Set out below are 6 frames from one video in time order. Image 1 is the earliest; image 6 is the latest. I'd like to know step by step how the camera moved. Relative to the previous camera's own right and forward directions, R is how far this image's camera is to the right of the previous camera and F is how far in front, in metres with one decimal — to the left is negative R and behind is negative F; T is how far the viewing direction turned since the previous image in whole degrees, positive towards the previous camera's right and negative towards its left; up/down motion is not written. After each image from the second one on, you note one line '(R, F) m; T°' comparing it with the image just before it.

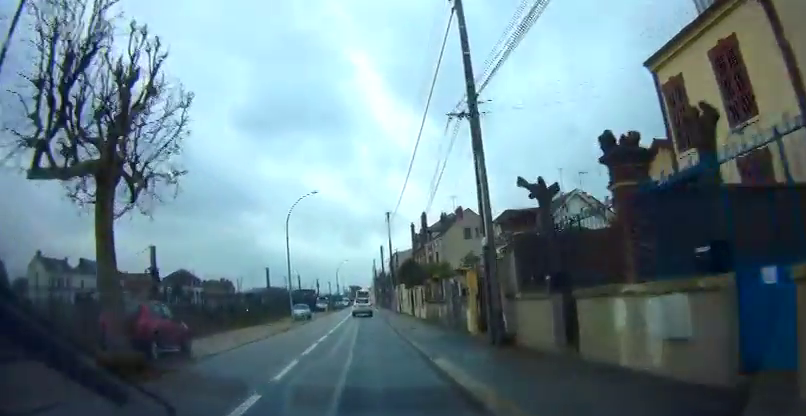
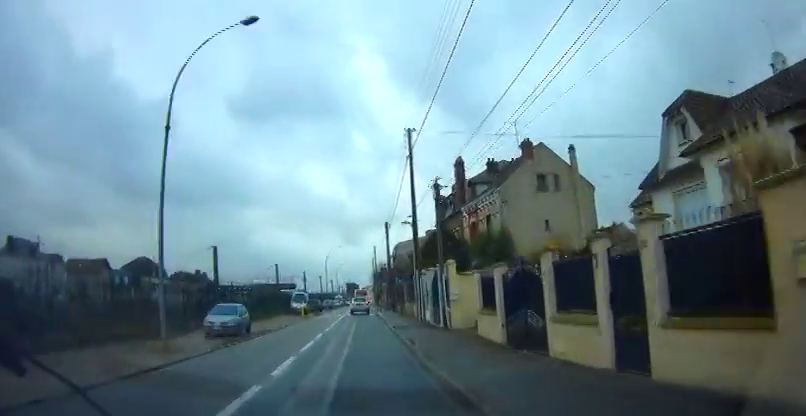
(-0.7, +24.3) m; -1°
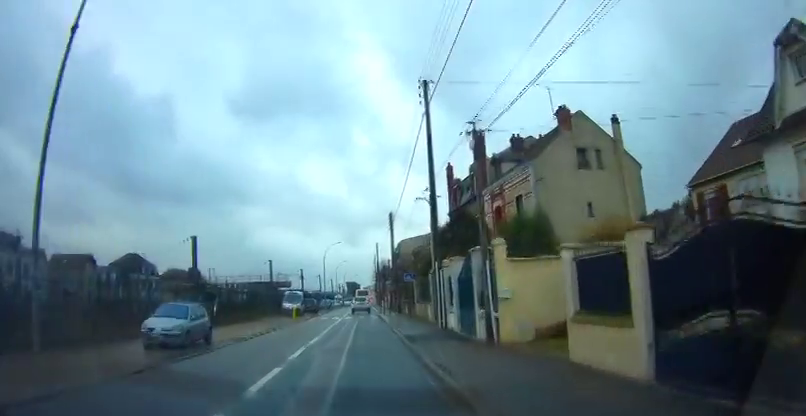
(0.0, +6.4) m; 0°
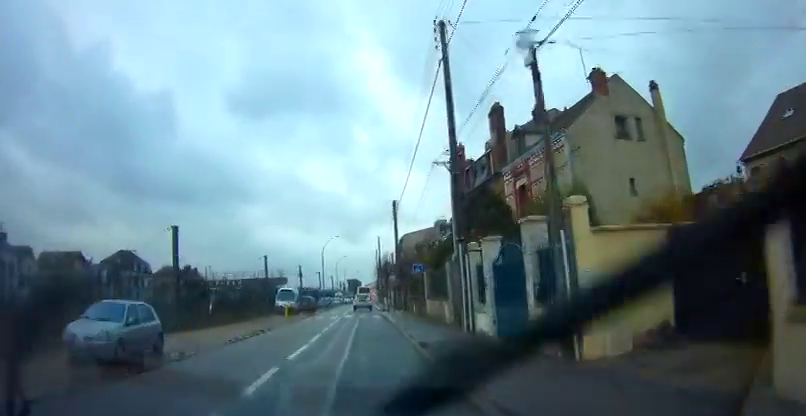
(-0.1, +4.6) m; 0°
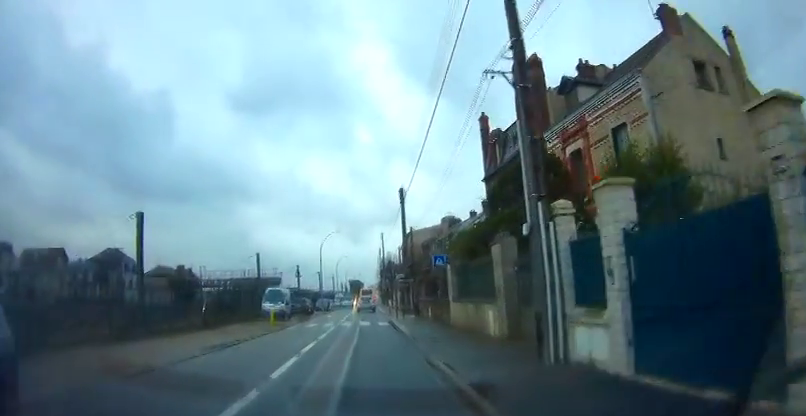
(0.0, +6.8) m; 0°
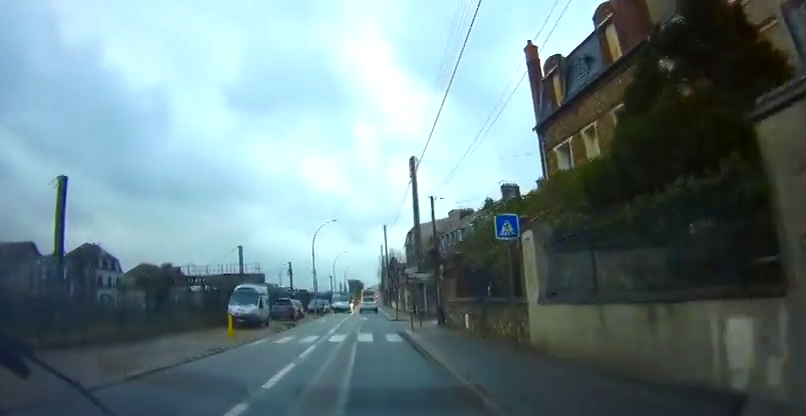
(+0.1, +9.6) m; 0°
